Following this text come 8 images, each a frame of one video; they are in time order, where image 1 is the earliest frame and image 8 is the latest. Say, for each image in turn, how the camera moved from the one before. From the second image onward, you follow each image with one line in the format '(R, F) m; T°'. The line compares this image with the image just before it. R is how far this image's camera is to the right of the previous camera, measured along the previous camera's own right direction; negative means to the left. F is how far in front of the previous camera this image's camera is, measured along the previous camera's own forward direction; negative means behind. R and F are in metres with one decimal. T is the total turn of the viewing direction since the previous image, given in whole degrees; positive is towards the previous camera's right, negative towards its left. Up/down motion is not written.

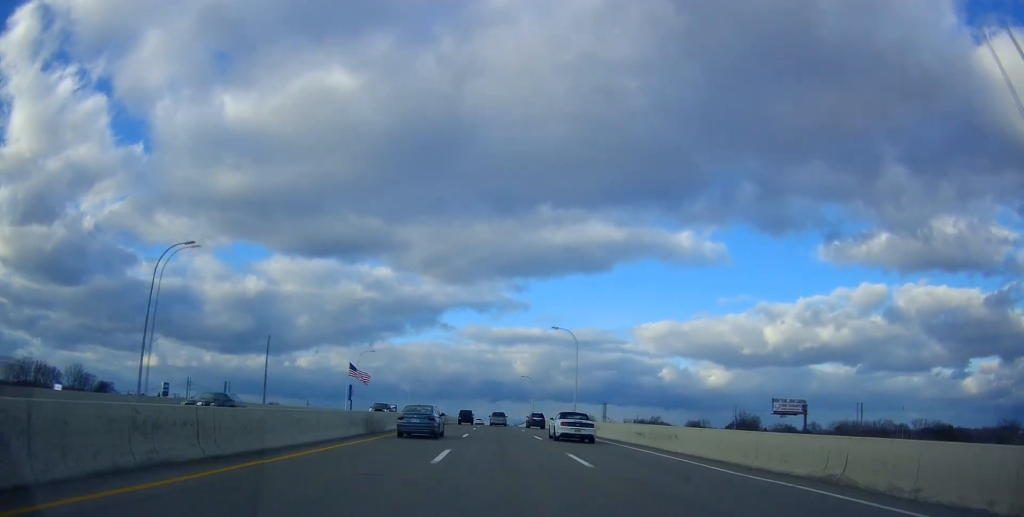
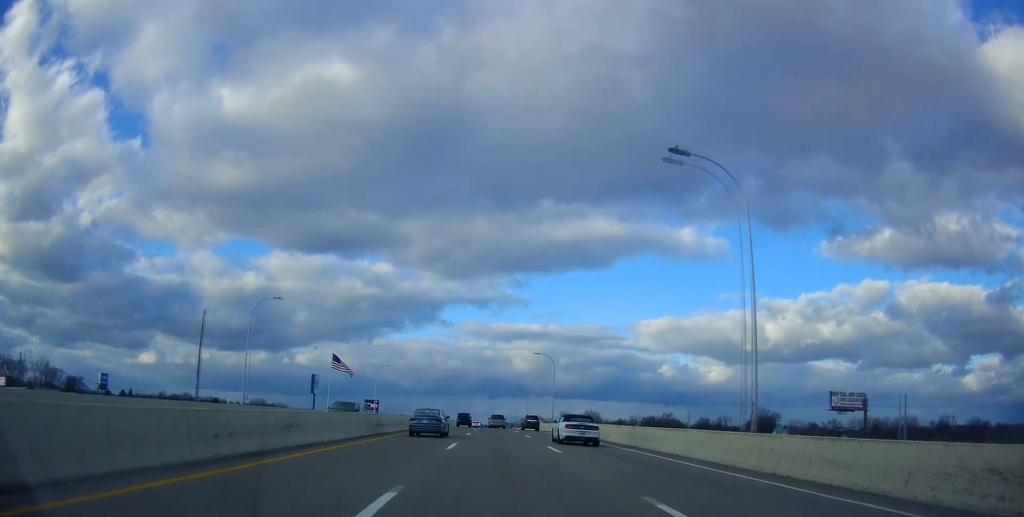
(+0.1, +38.8) m; 0°
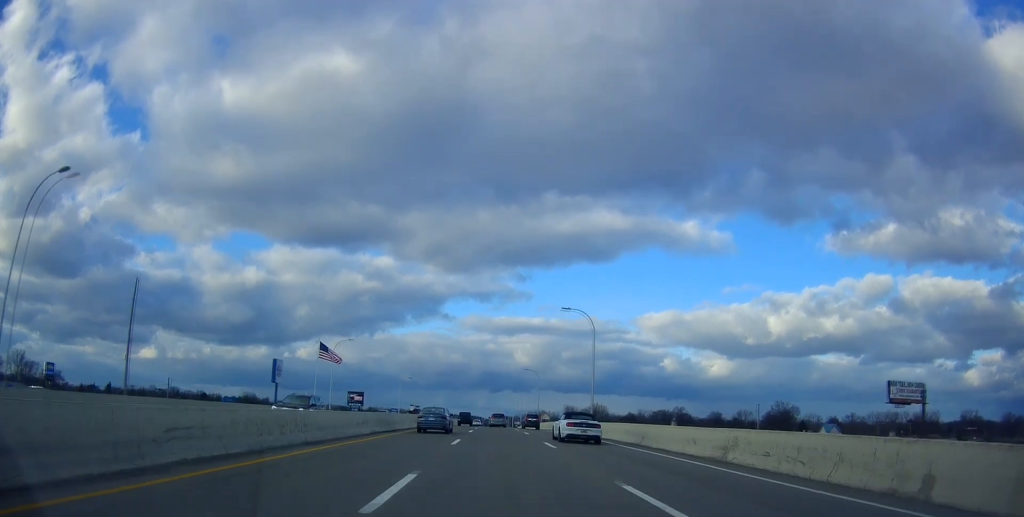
(0.0, +27.5) m; 0°
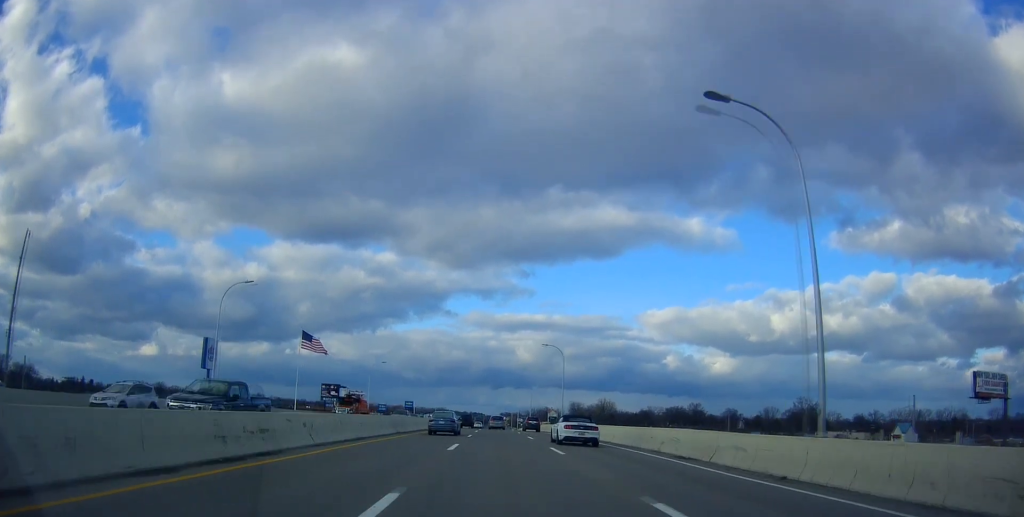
(0.0, +32.7) m; 0°
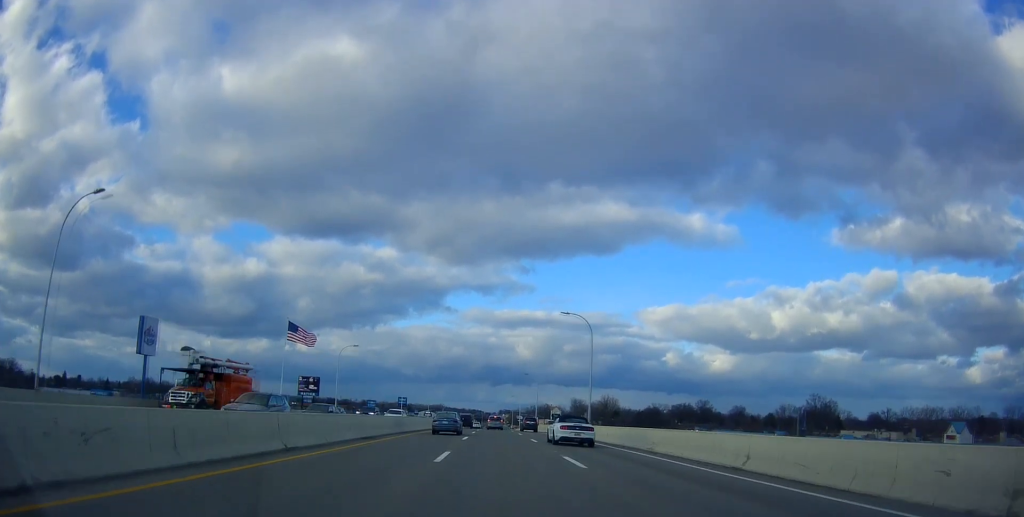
(0.0, +19.3) m; 0°
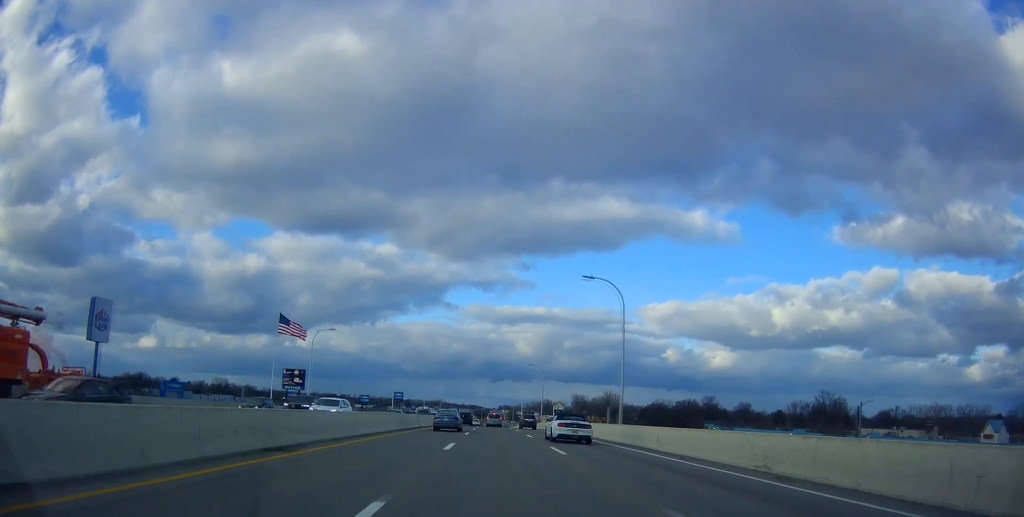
(0.0, +11.4) m; -1°
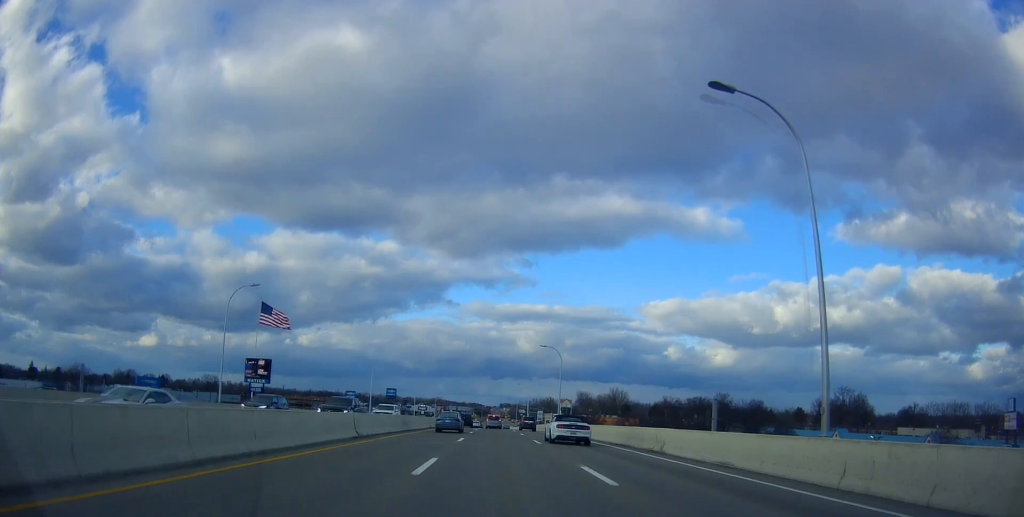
(-0.3, +22.0) m; -1°
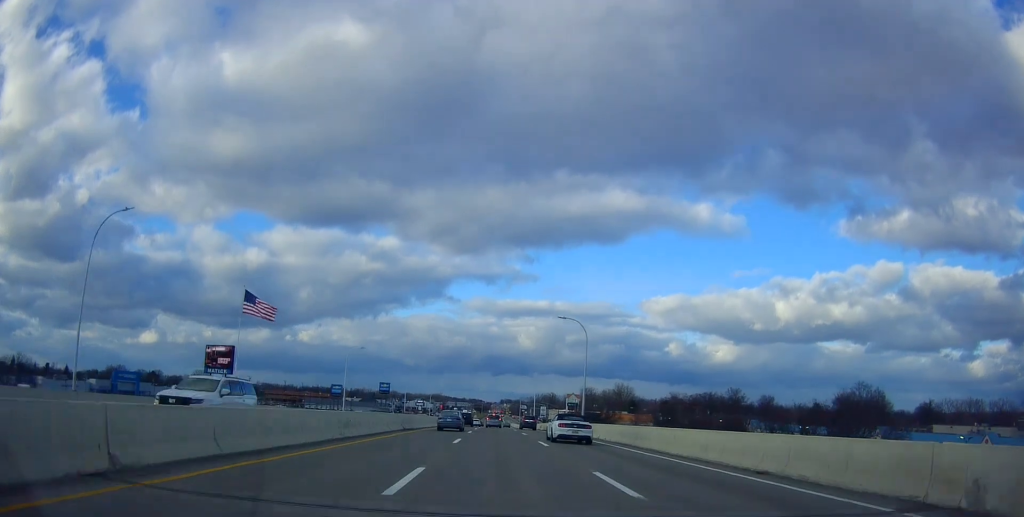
(-0.4, +17.6) m; 0°
